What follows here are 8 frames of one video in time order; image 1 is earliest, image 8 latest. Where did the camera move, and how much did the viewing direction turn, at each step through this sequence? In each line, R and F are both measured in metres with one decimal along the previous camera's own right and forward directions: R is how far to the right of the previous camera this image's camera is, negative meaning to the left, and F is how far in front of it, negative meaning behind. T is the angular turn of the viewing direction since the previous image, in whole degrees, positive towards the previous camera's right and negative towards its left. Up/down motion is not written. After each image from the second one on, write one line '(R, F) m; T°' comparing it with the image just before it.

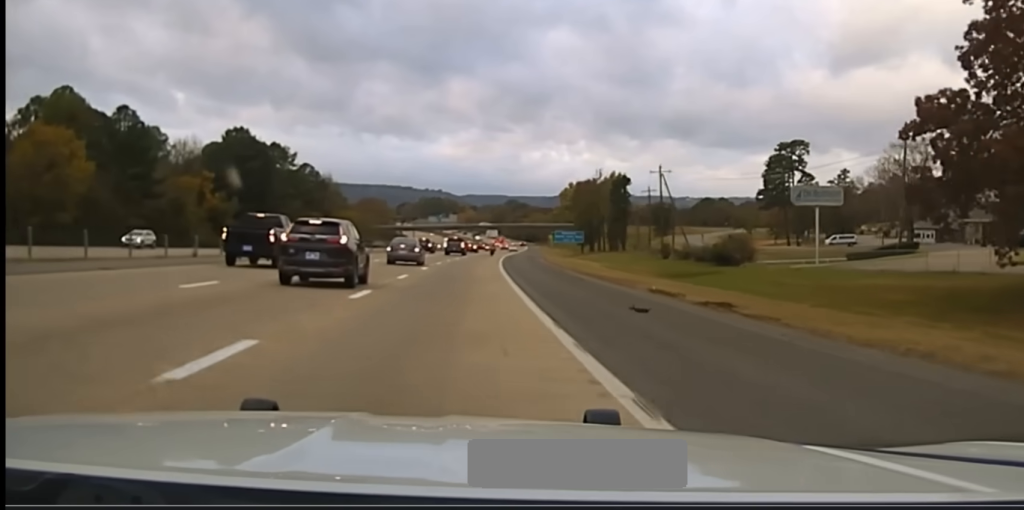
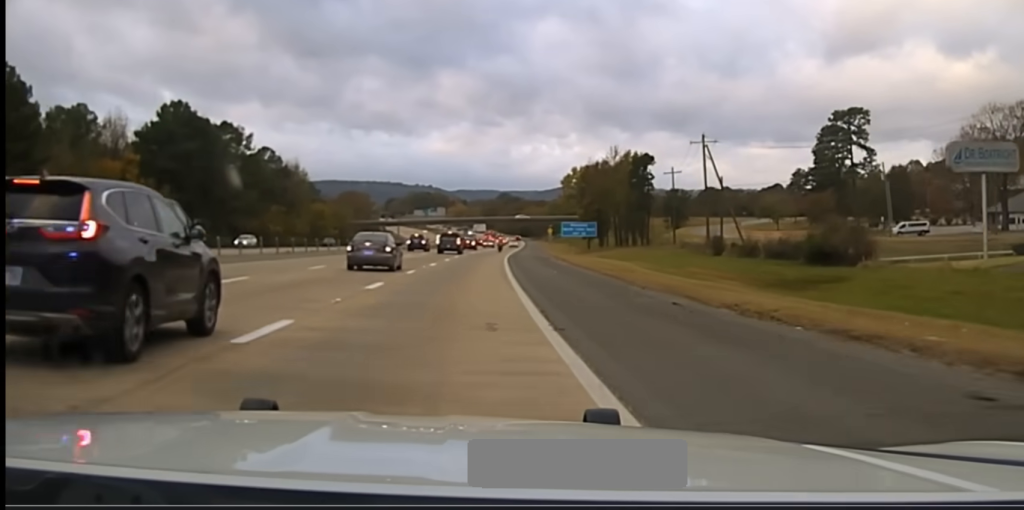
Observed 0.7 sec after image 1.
(+0.3, +32.2) m; +1°
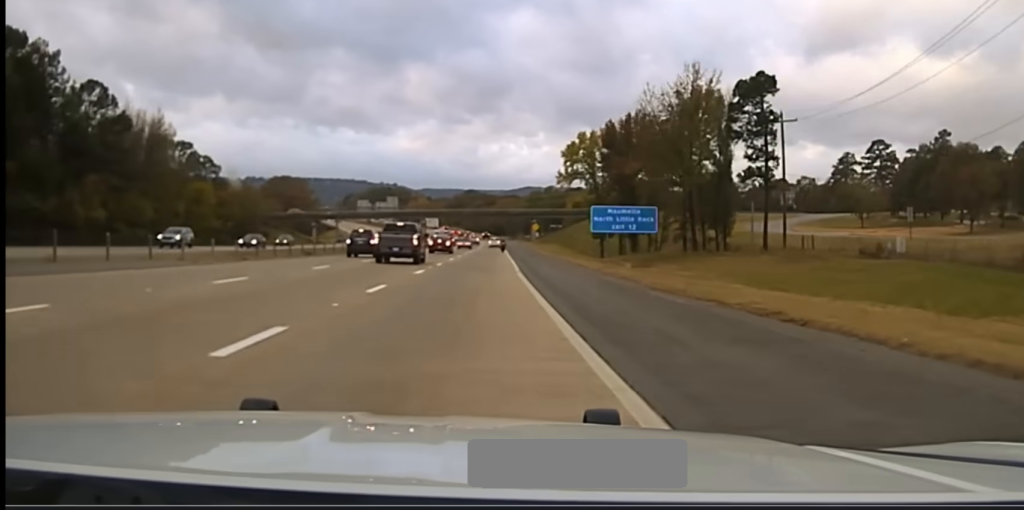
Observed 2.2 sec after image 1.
(+1.3, +74.0) m; +1°
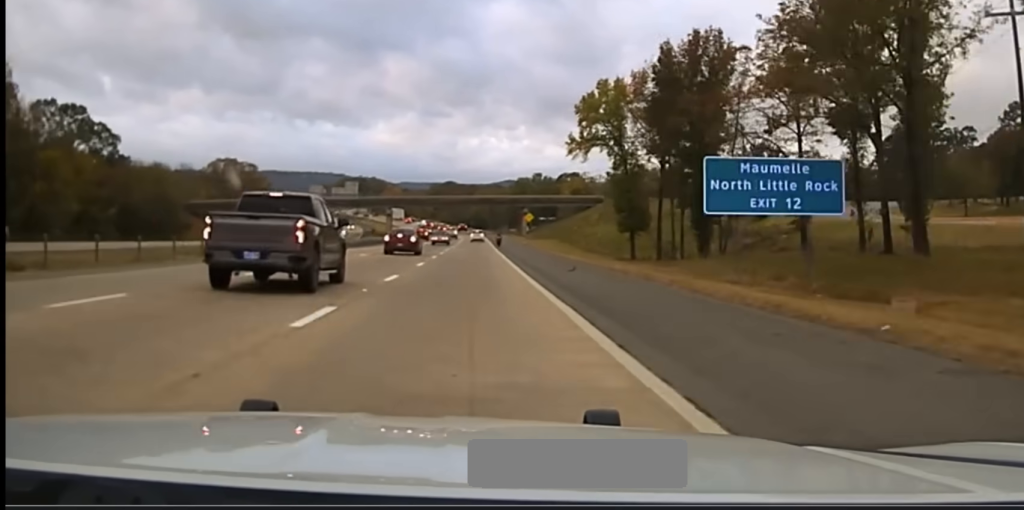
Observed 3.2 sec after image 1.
(0.0, +44.1) m; 0°
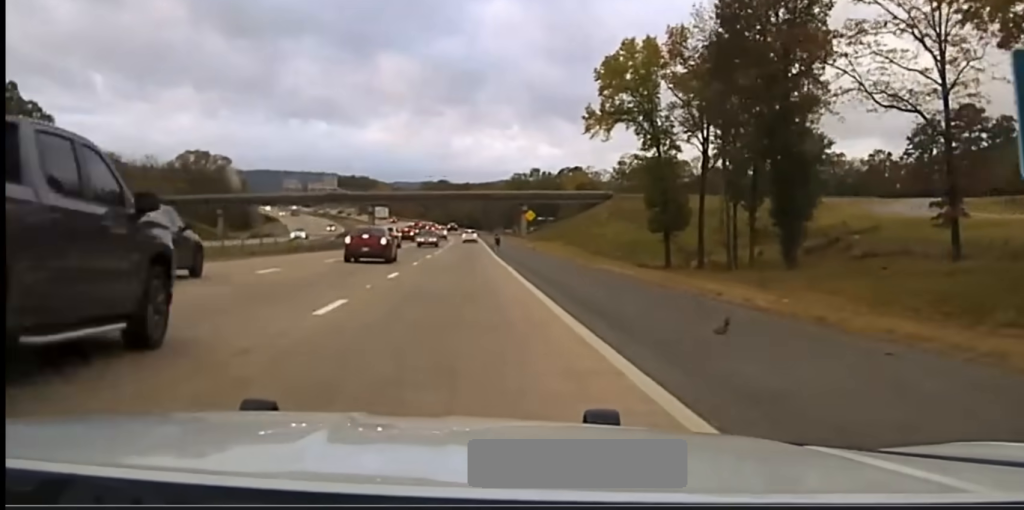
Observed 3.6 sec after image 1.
(0.0, +20.4) m; 0°
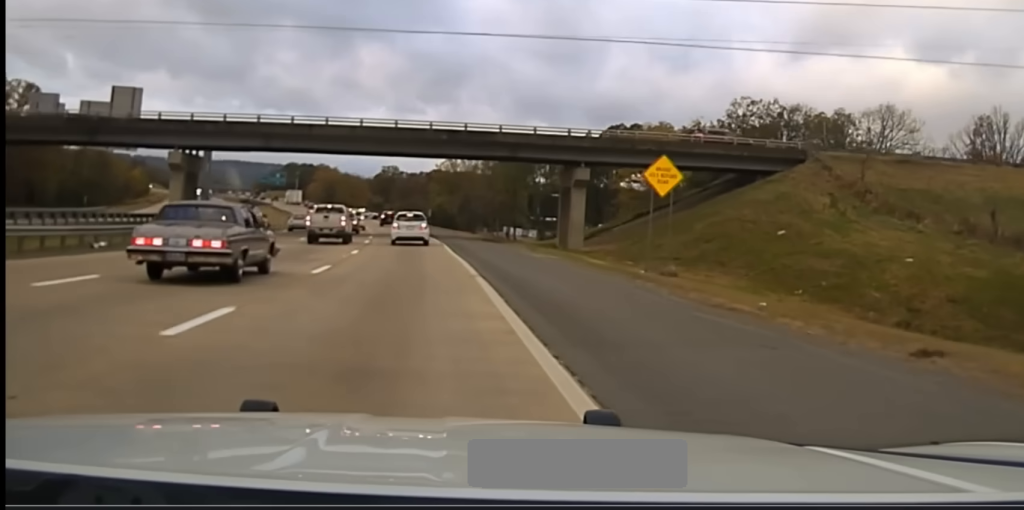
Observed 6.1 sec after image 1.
(+0.5, +102.1) m; 0°
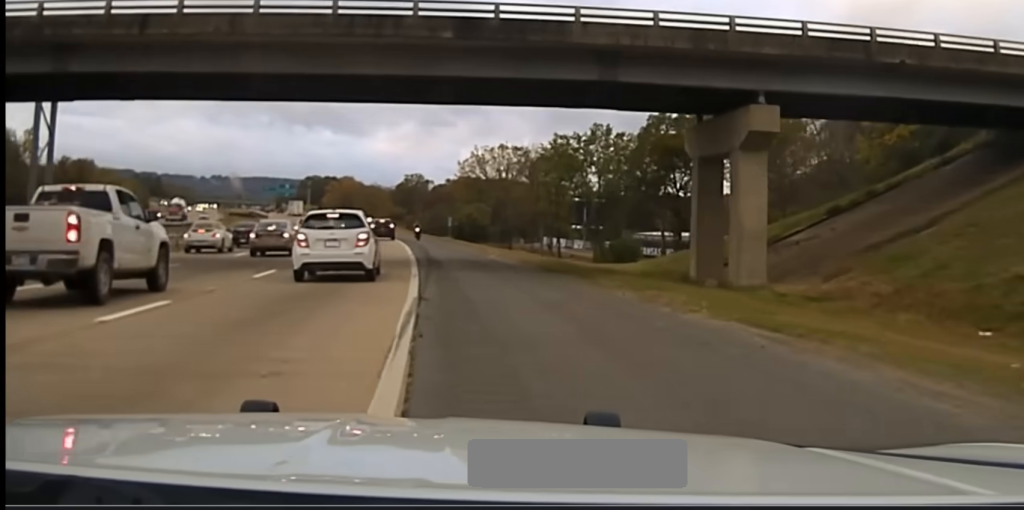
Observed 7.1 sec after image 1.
(-0.6, +33.2) m; -2°
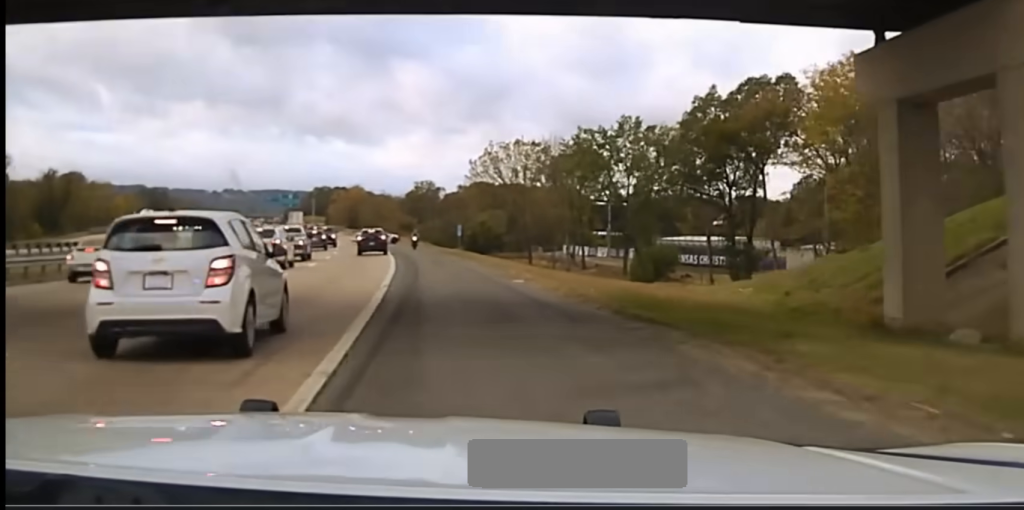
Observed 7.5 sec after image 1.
(-0.1, +13.9) m; -2°
